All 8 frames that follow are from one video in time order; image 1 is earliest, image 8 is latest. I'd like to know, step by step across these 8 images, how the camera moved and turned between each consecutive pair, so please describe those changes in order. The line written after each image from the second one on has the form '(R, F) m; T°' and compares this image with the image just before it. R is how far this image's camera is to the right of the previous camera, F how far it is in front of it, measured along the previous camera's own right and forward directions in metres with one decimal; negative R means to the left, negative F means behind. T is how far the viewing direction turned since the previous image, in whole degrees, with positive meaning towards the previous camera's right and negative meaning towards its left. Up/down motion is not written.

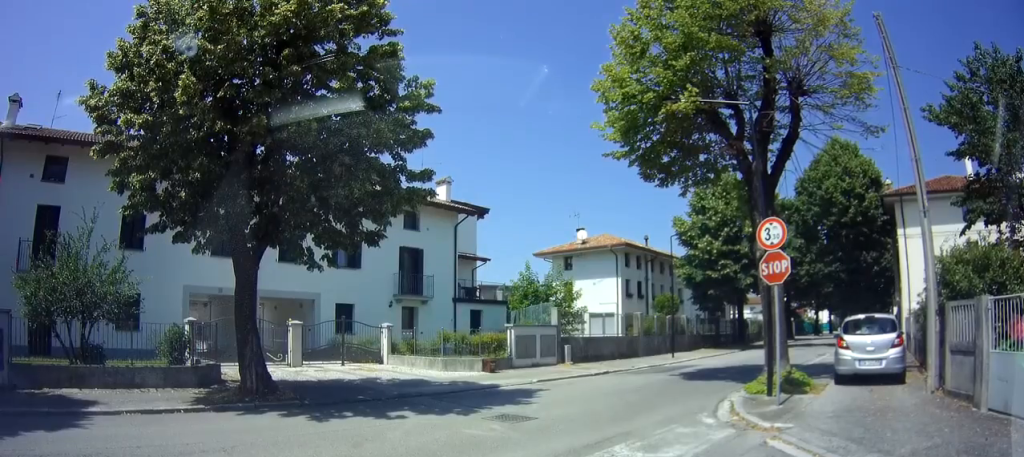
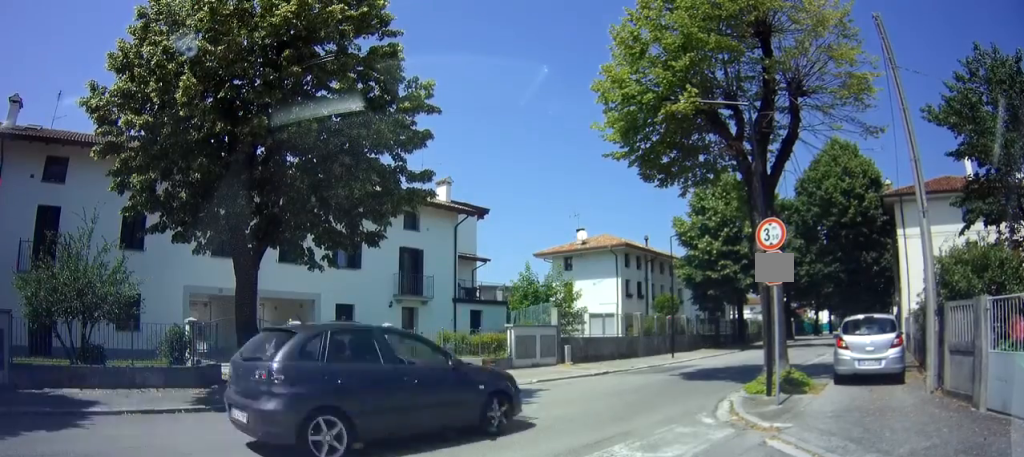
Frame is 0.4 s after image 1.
(0.0, 0.0) m; 0°
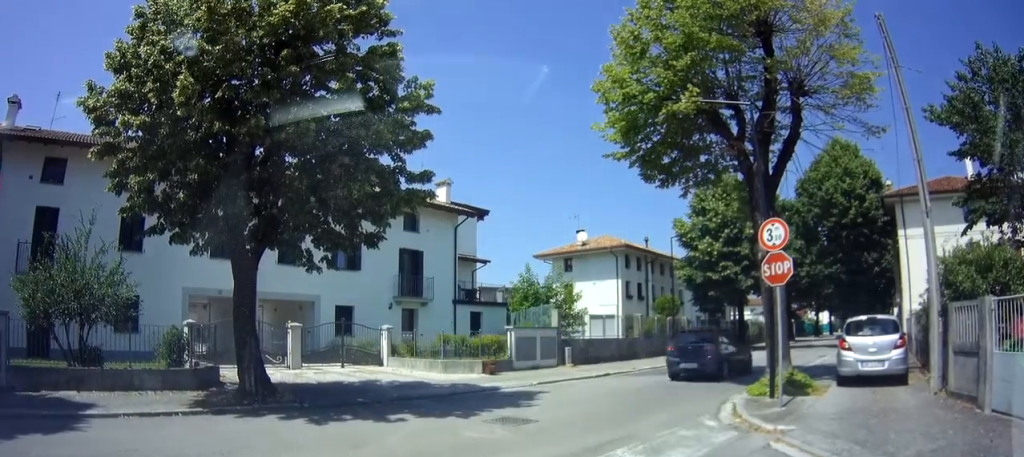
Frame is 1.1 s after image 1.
(+0.1, +0.4) m; 0°
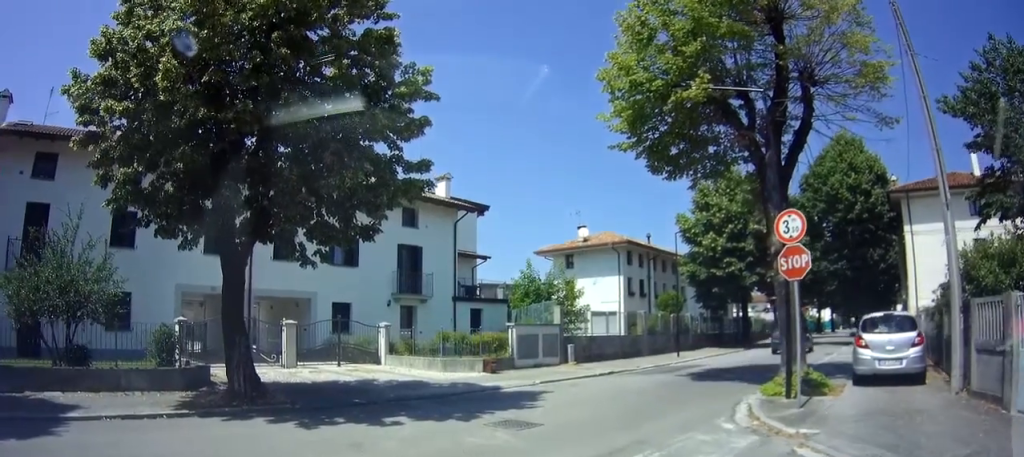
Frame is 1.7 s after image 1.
(+0.1, +0.5) m; 0°
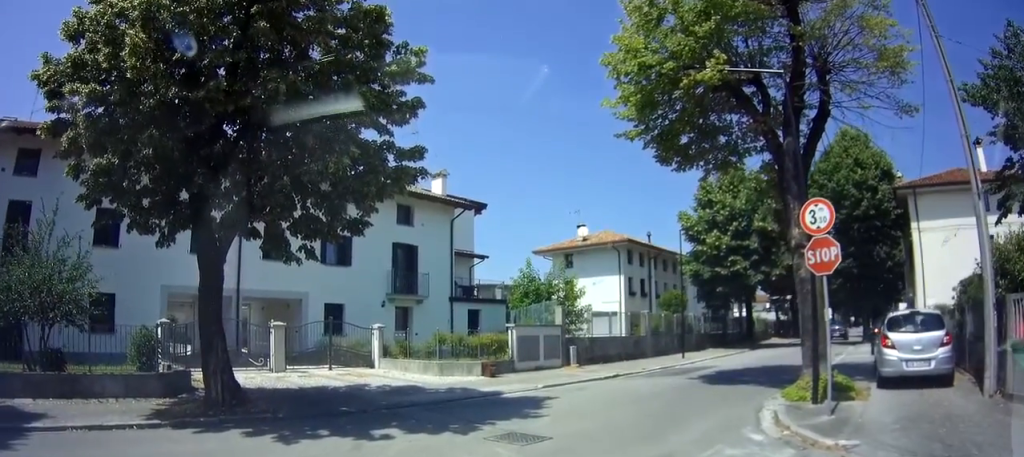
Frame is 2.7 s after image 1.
(-0.2, +0.8) m; 0°
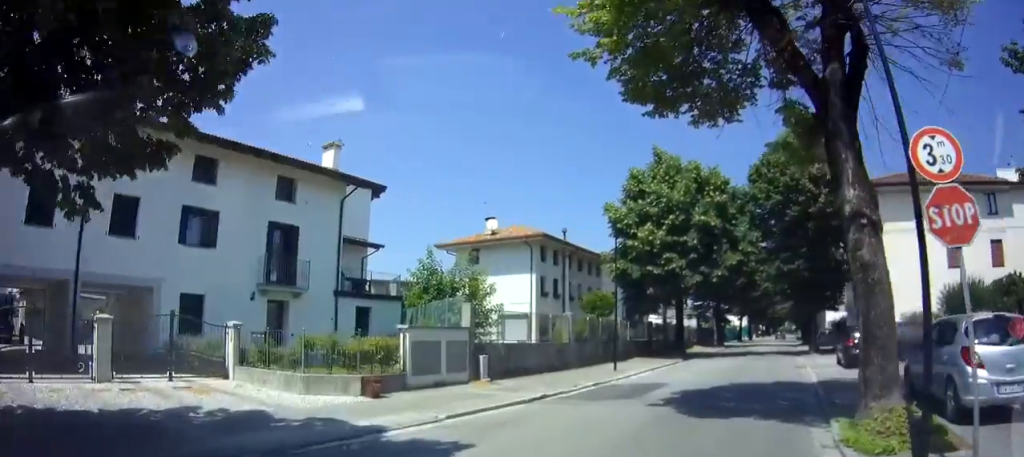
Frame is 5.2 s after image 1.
(+0.3, +4.1) m; +16°
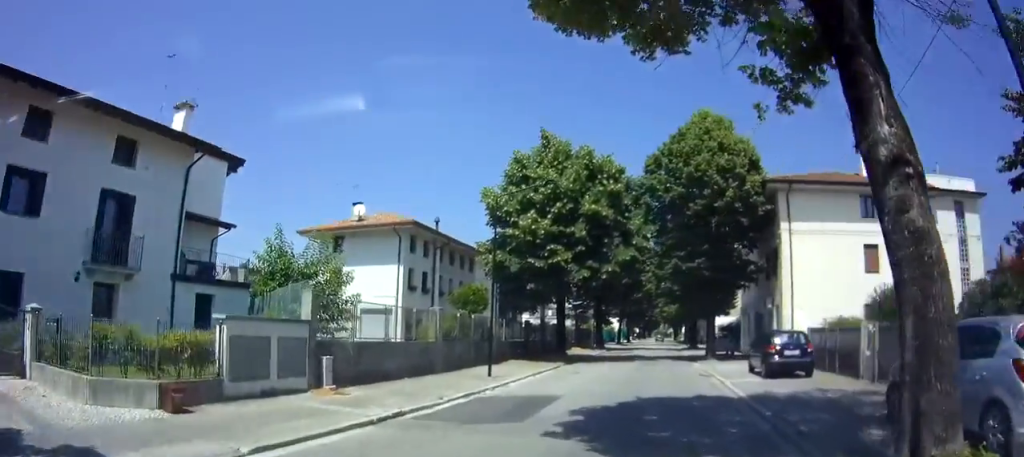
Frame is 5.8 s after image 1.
(+0.1, +2.5) m; +11°
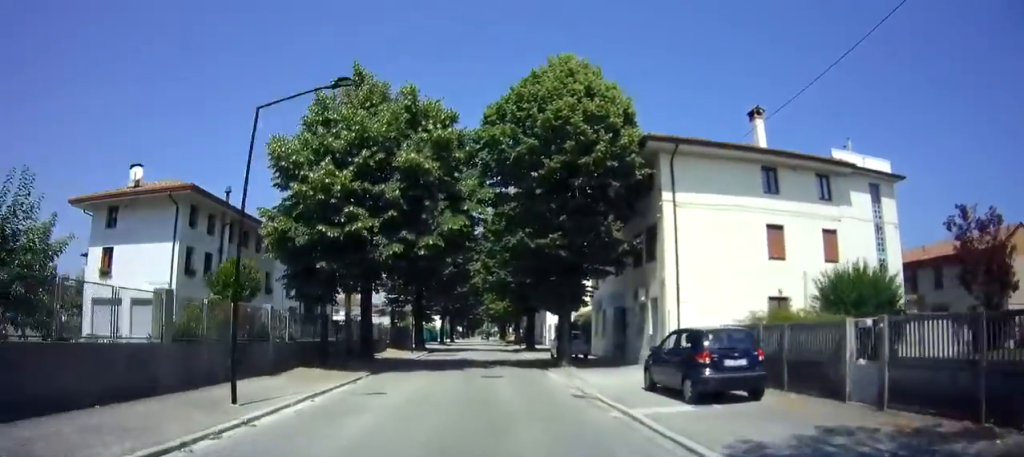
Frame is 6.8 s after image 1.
(+0.8, +5.7) m; +13°
